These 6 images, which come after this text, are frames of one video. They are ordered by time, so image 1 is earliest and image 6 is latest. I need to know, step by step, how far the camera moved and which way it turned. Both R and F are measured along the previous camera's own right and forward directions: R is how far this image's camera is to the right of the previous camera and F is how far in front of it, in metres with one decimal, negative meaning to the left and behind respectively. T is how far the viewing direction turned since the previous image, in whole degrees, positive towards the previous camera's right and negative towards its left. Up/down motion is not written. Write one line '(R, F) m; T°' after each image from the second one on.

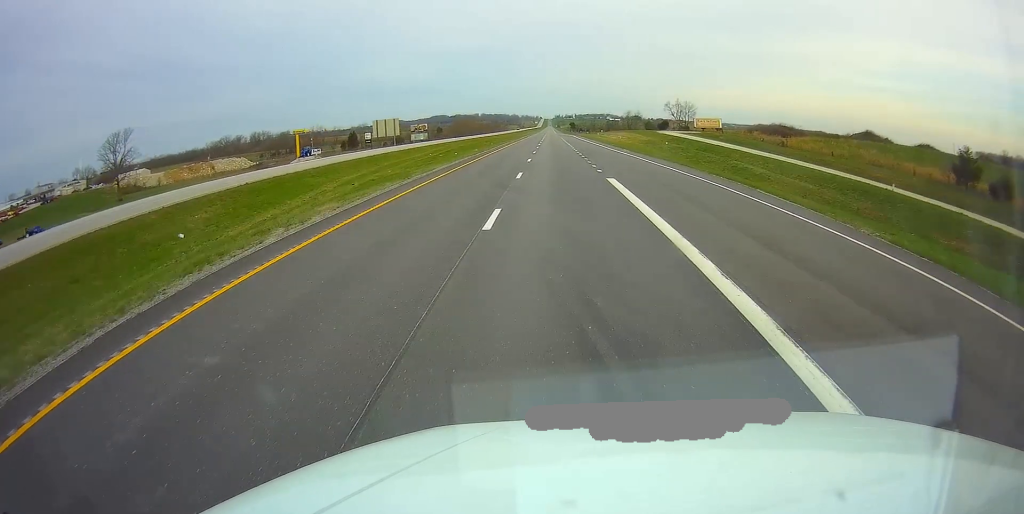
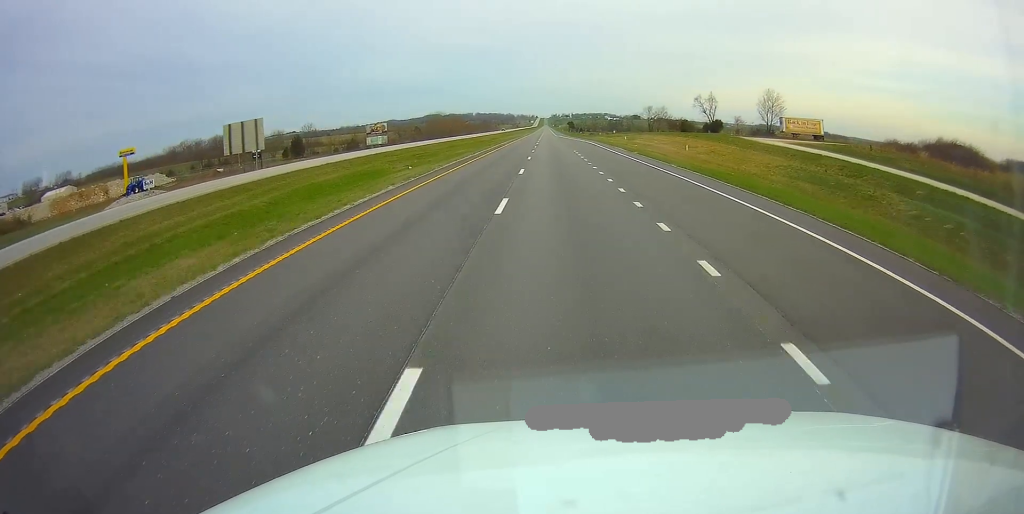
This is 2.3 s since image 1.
(+0.1, +70.6) m; 0°
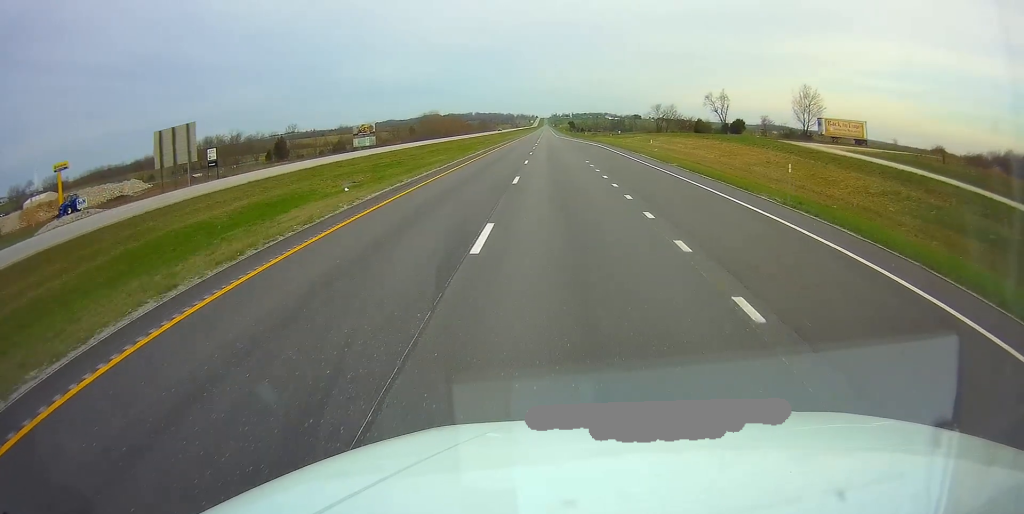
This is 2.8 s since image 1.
(+0.1, +16.6) m; 0°
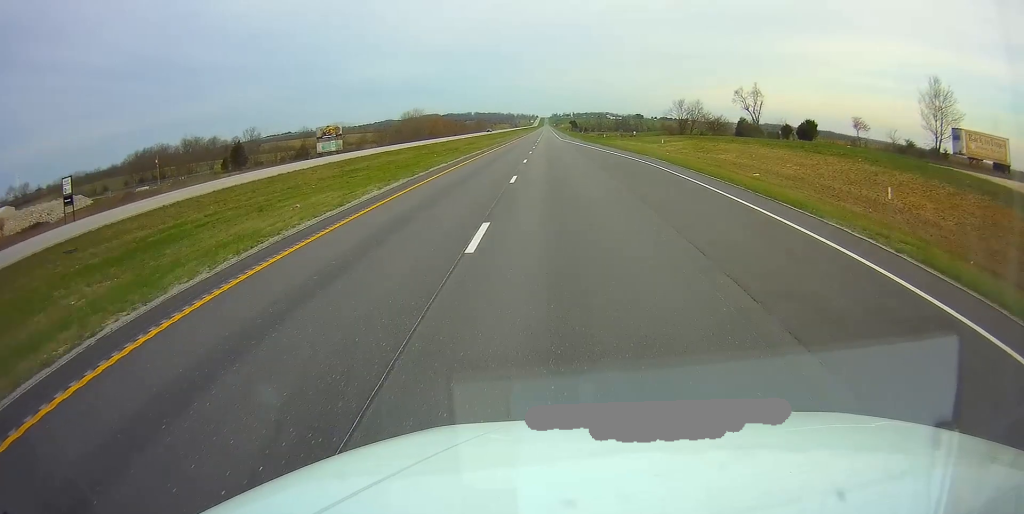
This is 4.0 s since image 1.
(+0.1, +36.3) m; 0°
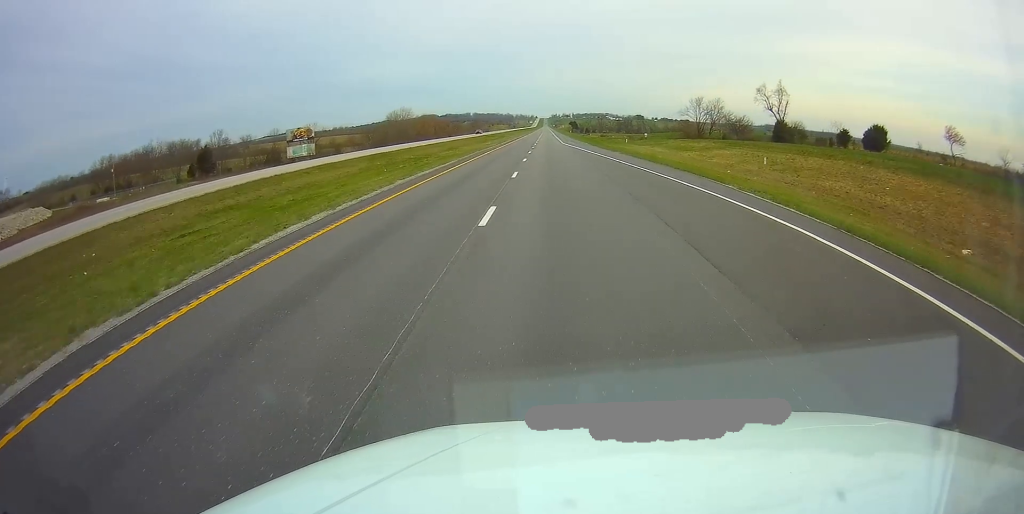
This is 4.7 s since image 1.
(-0.1, +21.7) m; 0°
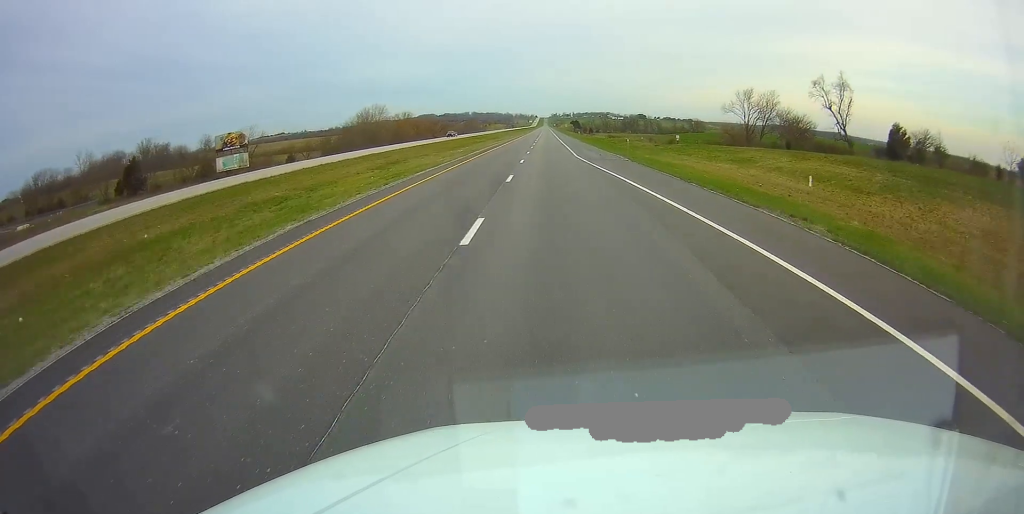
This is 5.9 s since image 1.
(-0.1, +38.3) m; 0°
